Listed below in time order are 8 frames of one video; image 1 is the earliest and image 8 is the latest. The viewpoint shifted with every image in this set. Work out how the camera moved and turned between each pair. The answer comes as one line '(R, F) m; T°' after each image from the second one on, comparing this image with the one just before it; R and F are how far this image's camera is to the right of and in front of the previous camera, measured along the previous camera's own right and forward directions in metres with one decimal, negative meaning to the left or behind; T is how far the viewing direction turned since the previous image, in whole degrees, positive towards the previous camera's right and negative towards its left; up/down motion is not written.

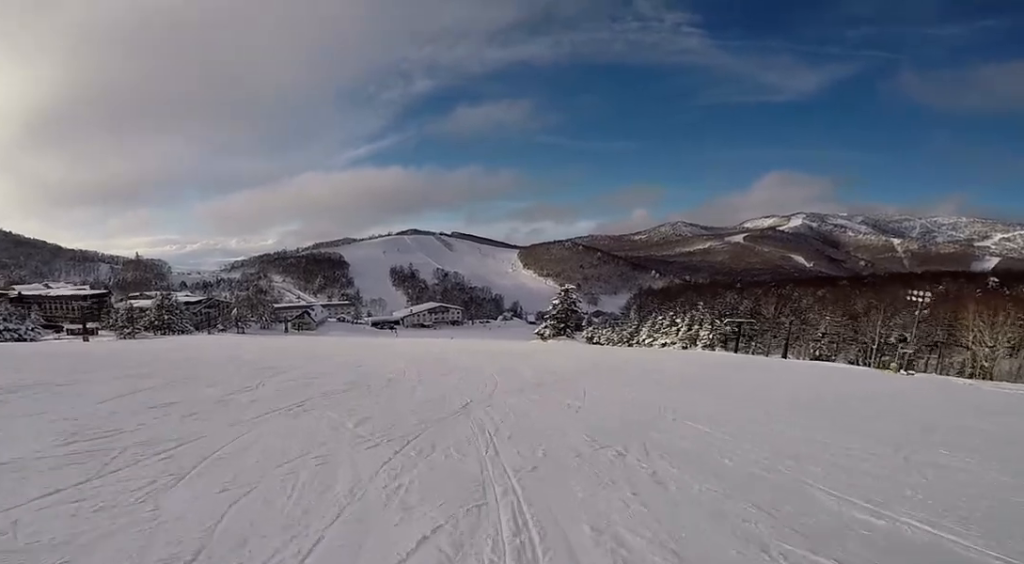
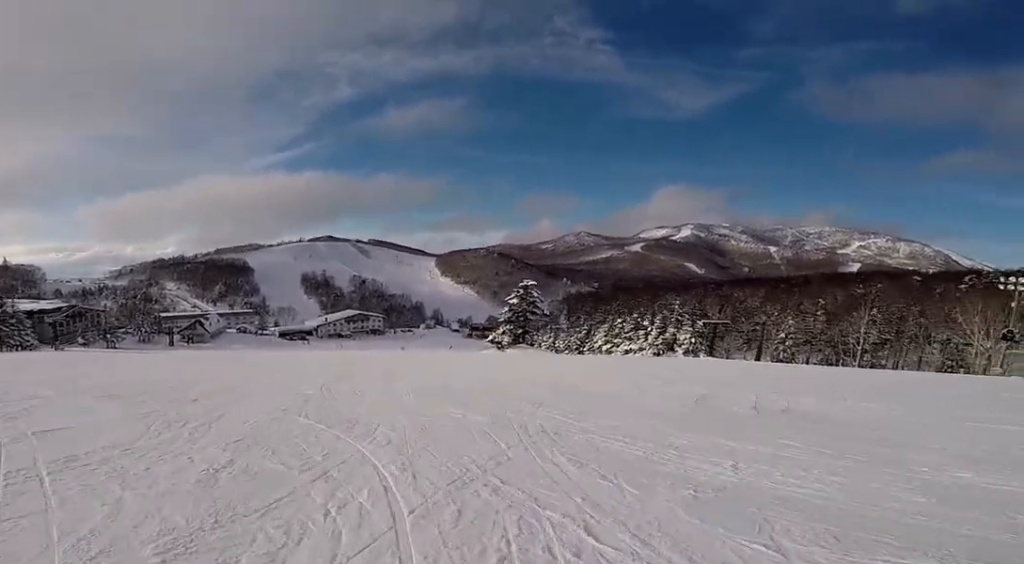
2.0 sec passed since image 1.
(+5.5, +22.7) m; +19°
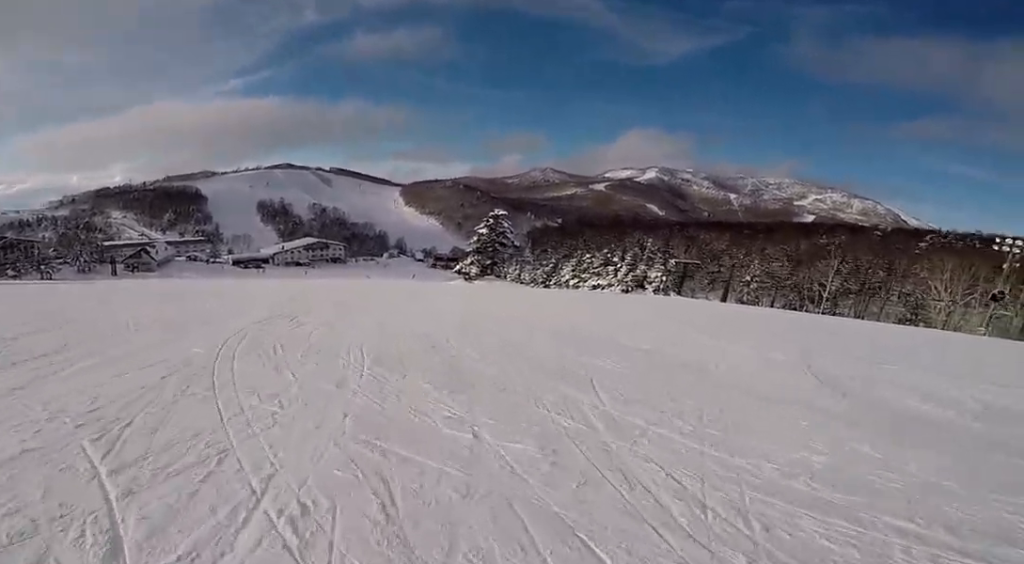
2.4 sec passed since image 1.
(+0.2, +4.8) m; -3°
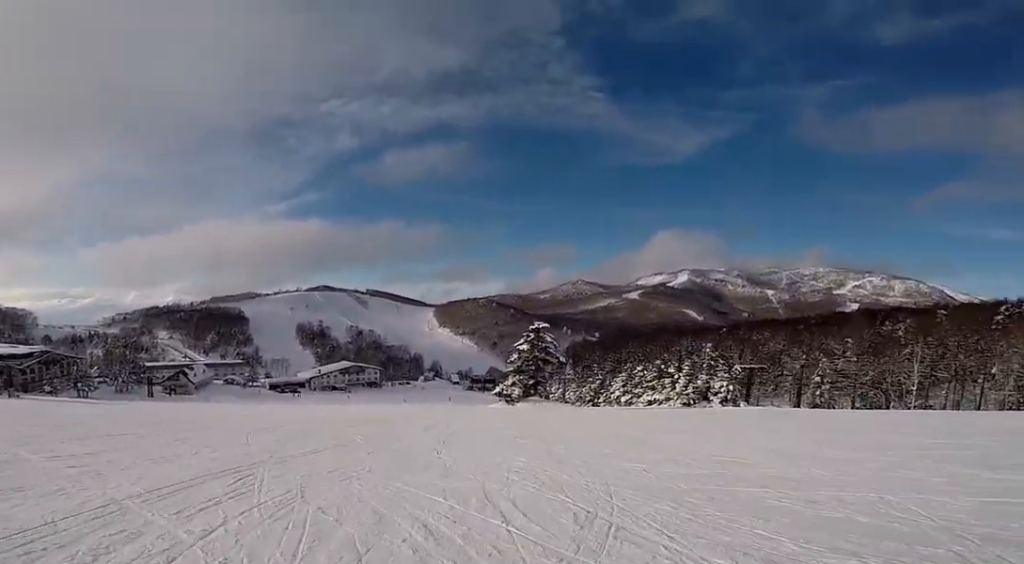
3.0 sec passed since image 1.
(-0.7, +6.3) m; -9°
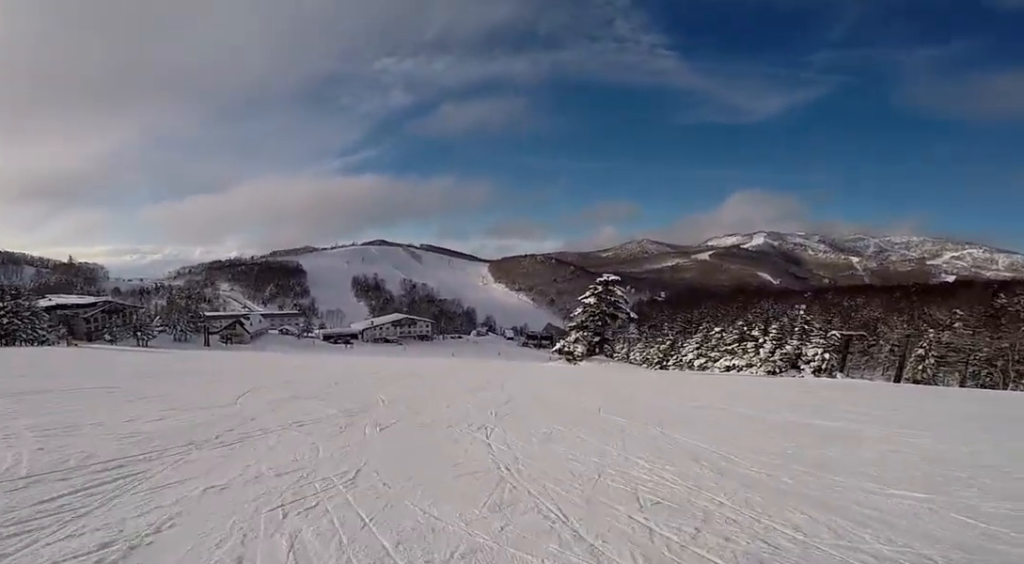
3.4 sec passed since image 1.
(-0.3, +5.1) m; -5°
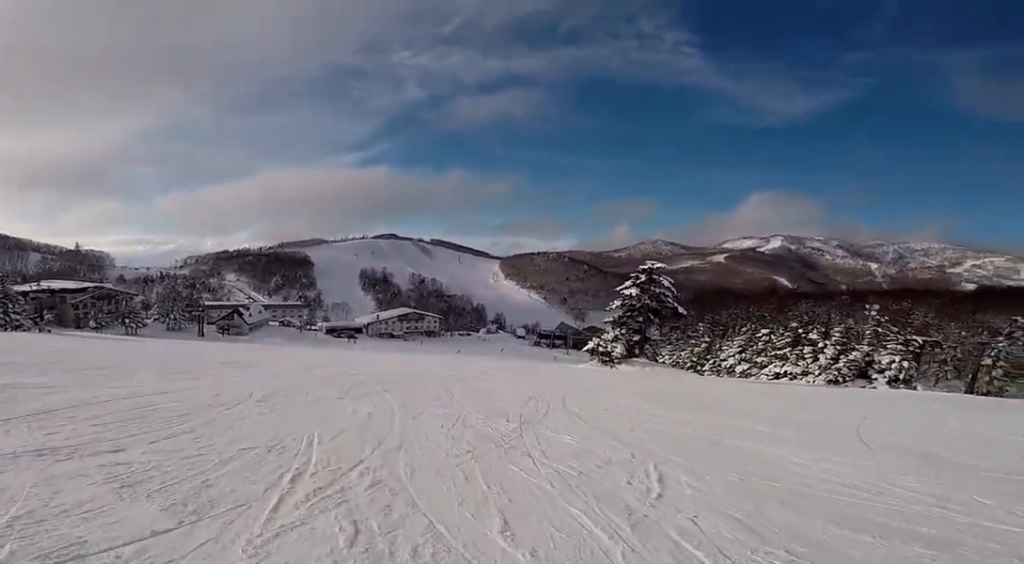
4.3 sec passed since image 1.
(-1.0, +10.2) m; +1°
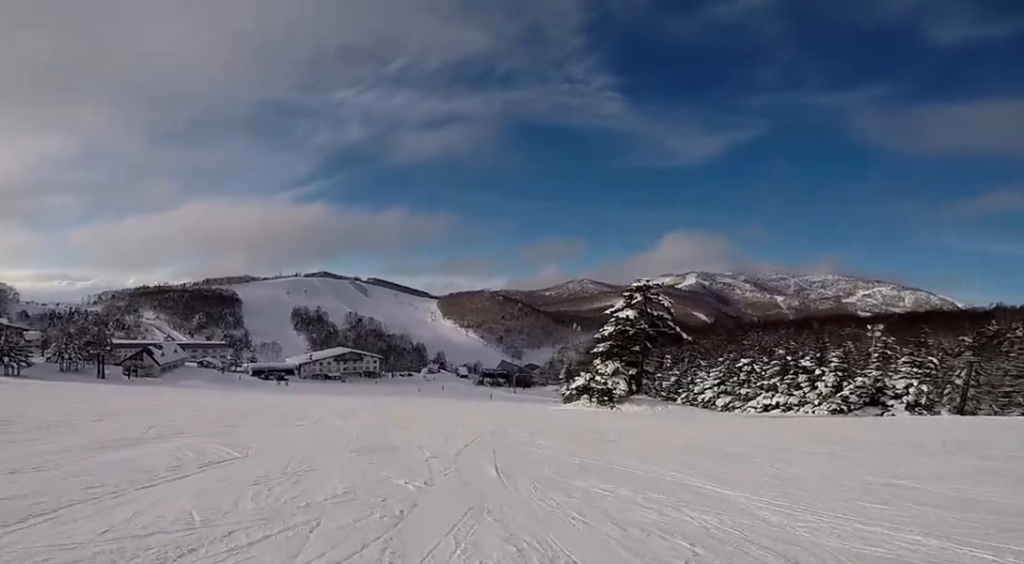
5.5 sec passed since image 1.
(+2.0, +13.5) m; +12°
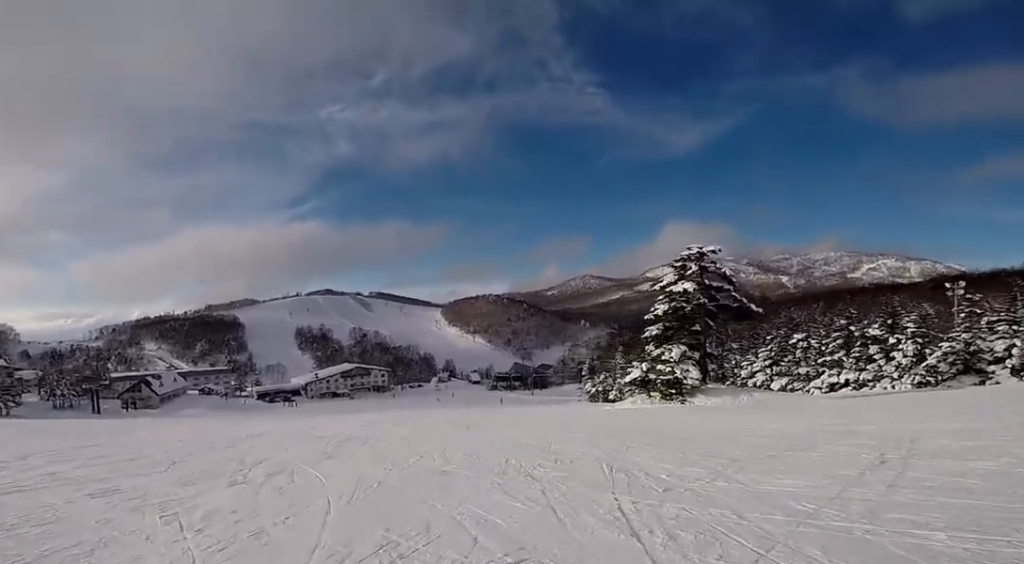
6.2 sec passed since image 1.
(+0.6, +8.3) m; +3°
